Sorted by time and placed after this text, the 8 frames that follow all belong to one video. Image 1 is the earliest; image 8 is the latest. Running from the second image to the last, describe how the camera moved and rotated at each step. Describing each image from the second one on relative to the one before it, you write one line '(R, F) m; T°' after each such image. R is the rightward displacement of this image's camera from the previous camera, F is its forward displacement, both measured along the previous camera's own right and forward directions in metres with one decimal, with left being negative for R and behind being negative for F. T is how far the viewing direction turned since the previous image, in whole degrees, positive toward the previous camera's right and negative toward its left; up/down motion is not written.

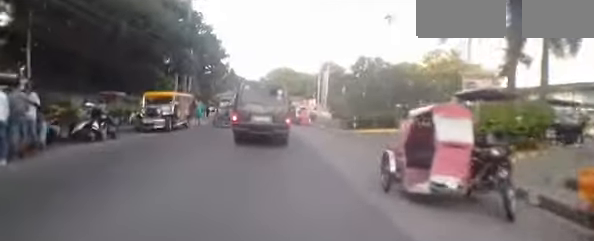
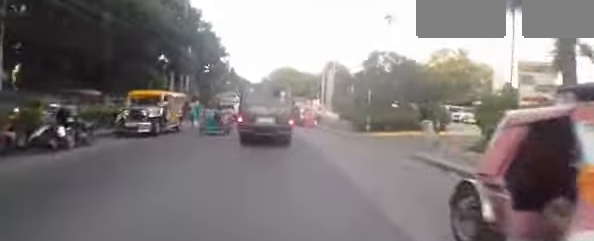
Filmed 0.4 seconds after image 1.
(0.0, +2.4) m; -1°
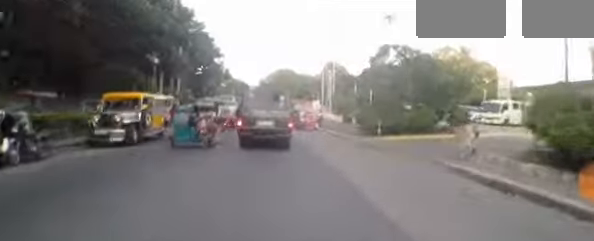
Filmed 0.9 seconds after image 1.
(0.0, +2.3) m; -1°
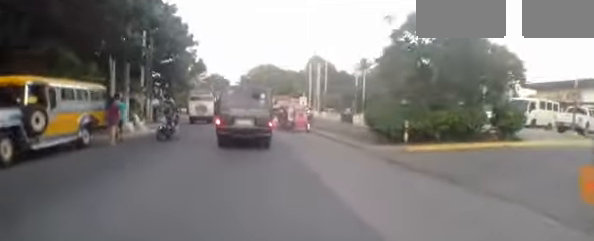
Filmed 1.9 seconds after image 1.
(-0.2, +5.0) m; -6°
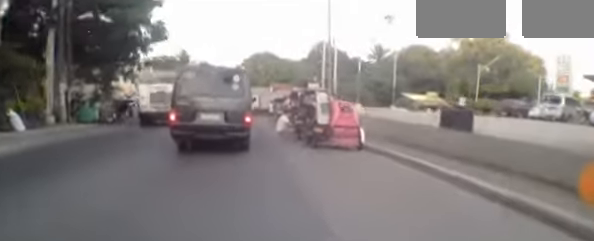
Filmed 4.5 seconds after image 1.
(-0.4, +11.3) m; +4°
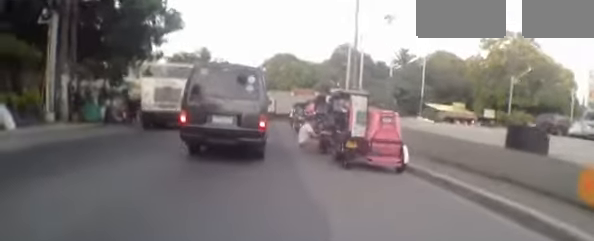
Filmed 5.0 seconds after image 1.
(+0.1, +1.6) m; +2°
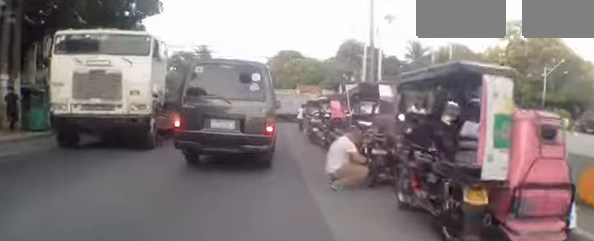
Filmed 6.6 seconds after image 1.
(0.0, +4.0) m; 0°
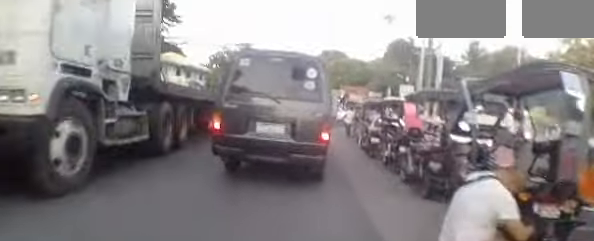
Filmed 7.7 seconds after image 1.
(0.0, +2.6) m; +5°
